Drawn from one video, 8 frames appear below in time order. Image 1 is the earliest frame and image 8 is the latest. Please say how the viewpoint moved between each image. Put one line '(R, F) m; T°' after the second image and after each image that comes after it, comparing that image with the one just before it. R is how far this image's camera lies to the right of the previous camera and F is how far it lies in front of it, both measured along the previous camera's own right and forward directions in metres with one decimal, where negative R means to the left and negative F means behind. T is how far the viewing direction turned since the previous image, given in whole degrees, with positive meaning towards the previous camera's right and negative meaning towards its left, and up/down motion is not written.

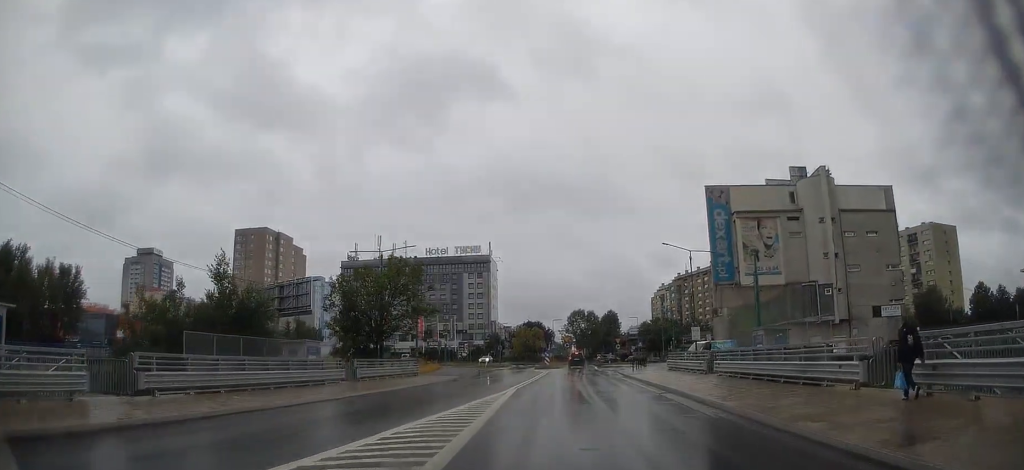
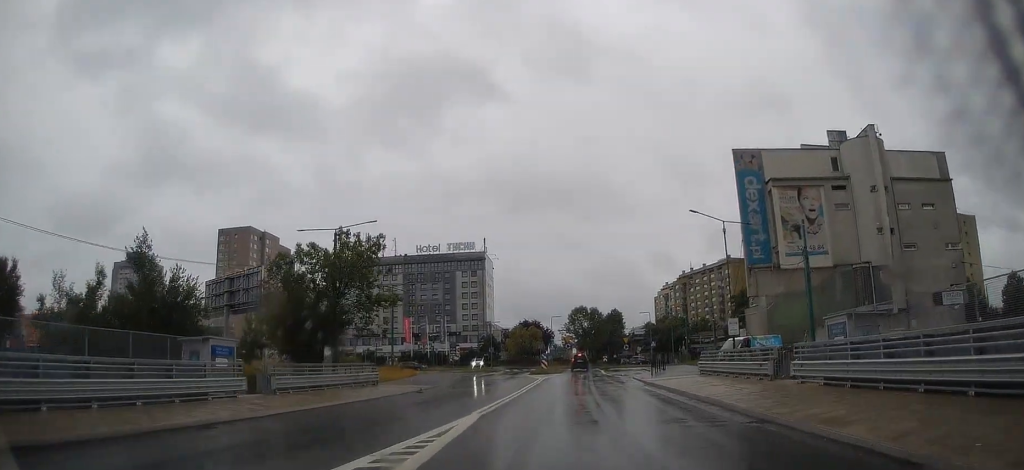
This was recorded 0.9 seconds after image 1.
(+0.2, +11.2) m; +1°
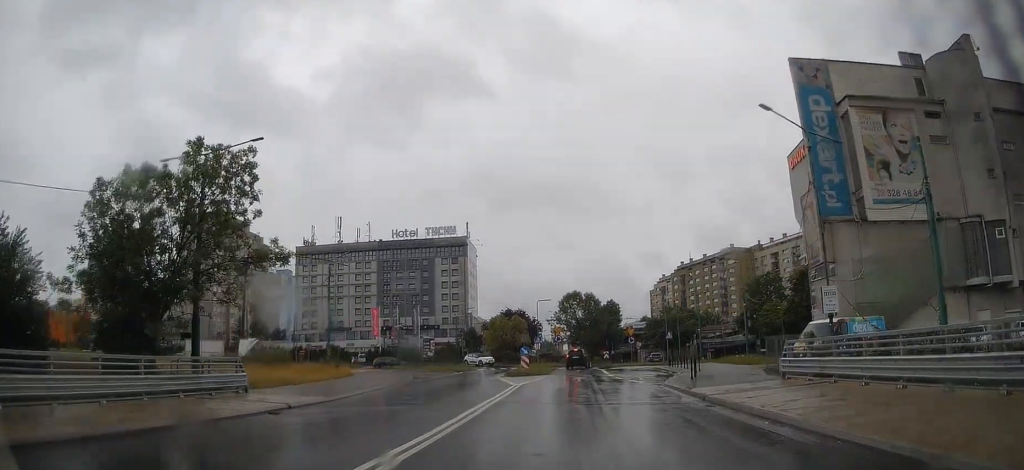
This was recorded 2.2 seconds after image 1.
(-0.2, +15.4) m; -1°
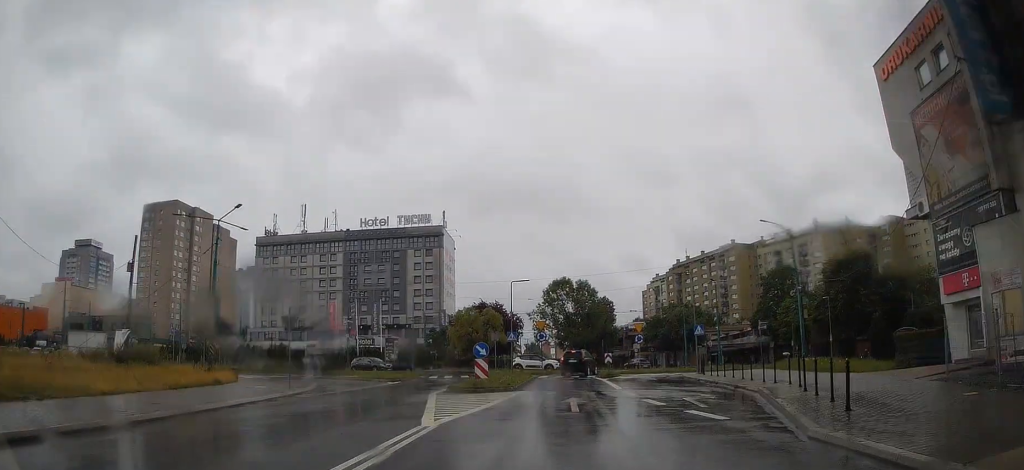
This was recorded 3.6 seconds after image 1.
(+0.1, +14.6) m; +1°
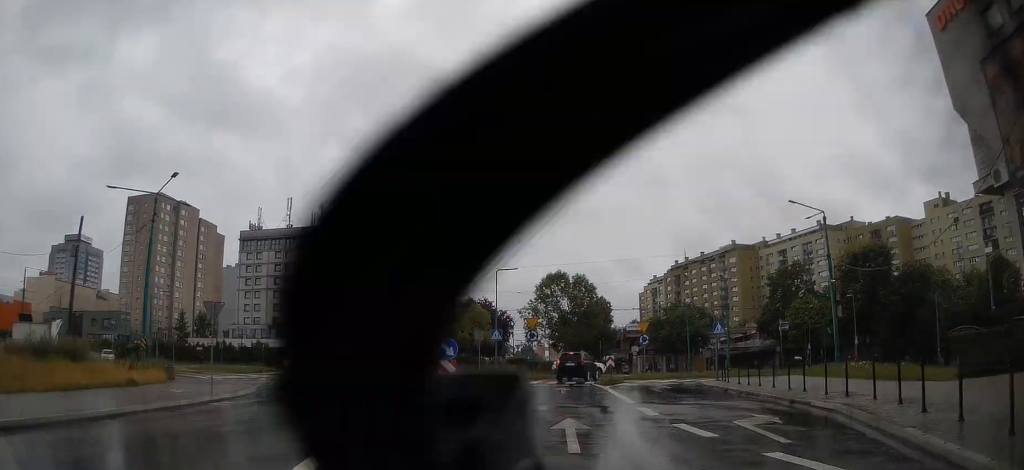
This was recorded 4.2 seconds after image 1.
(0.0, +5.2) m; +1°
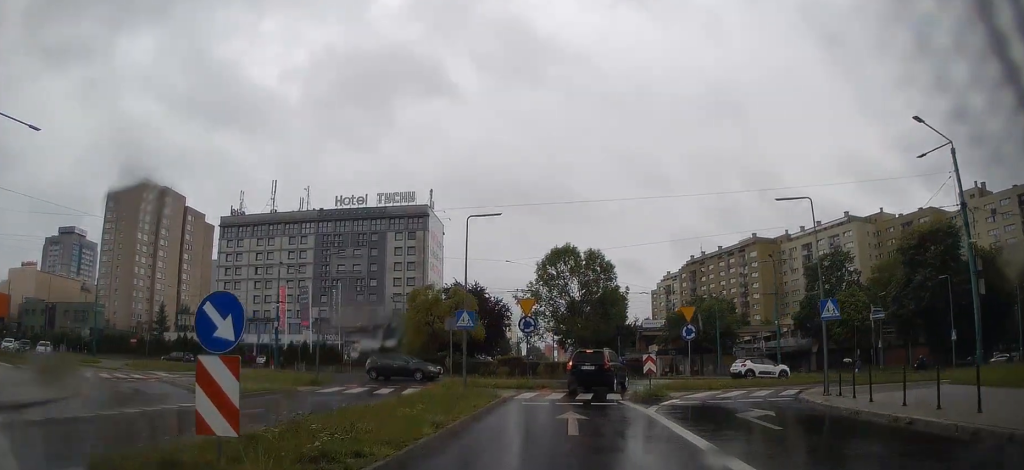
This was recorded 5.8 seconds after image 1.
(+0.2, +11.2) m; 0°
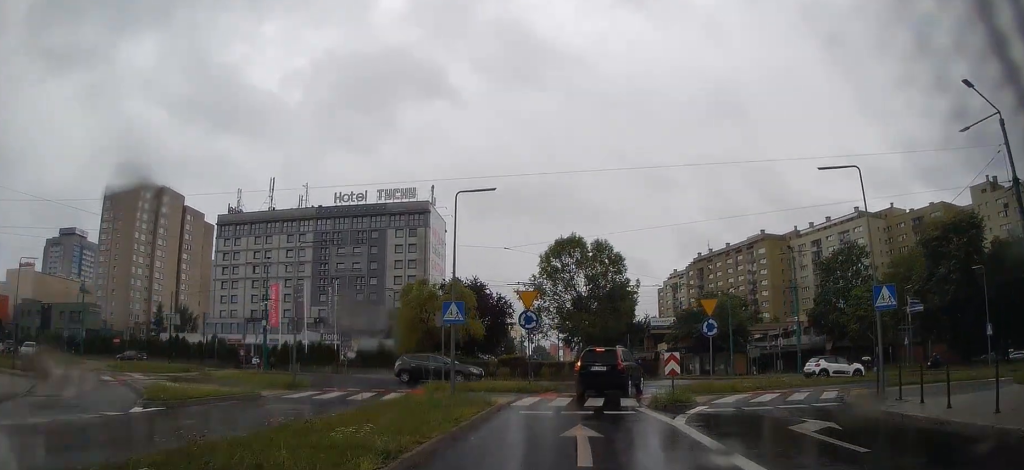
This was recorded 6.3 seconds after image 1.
(-0.1, +2.4) m; -4°
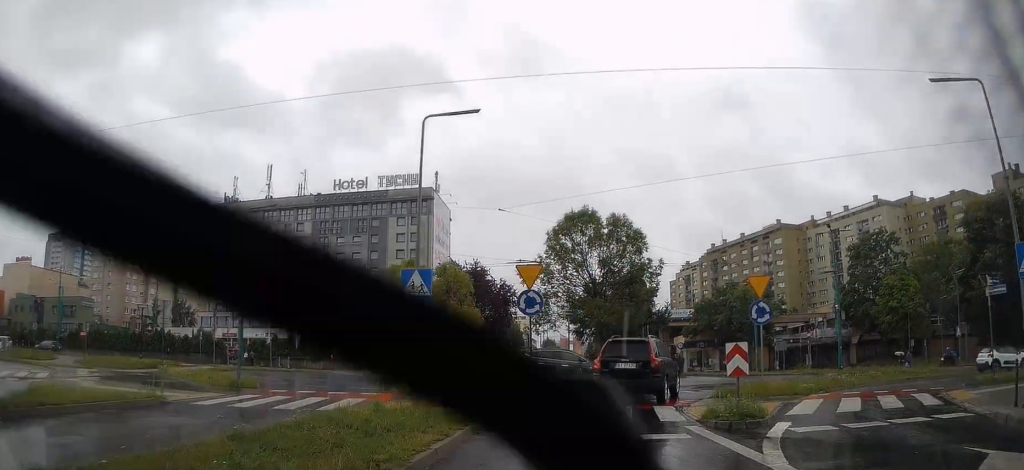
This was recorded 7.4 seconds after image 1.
(-0.3, +4.2) m; -6°
